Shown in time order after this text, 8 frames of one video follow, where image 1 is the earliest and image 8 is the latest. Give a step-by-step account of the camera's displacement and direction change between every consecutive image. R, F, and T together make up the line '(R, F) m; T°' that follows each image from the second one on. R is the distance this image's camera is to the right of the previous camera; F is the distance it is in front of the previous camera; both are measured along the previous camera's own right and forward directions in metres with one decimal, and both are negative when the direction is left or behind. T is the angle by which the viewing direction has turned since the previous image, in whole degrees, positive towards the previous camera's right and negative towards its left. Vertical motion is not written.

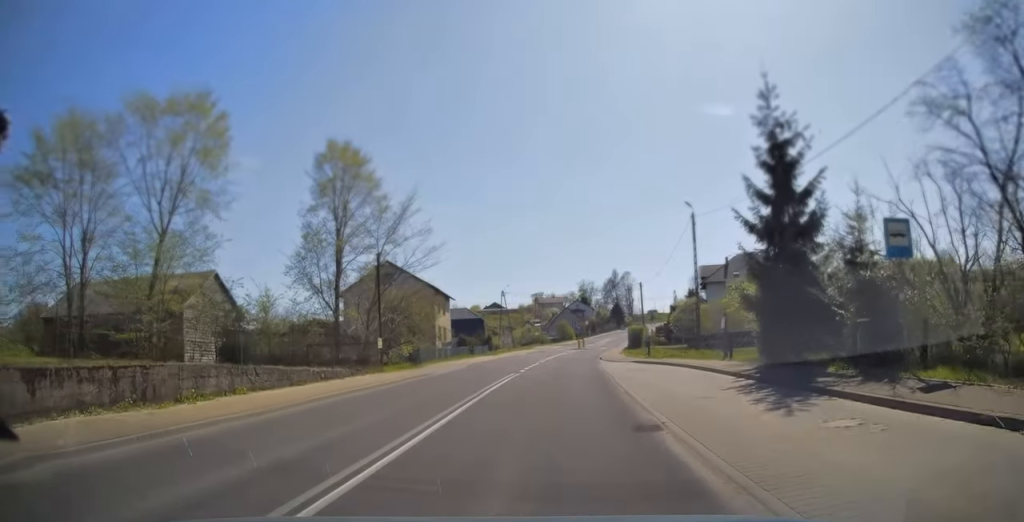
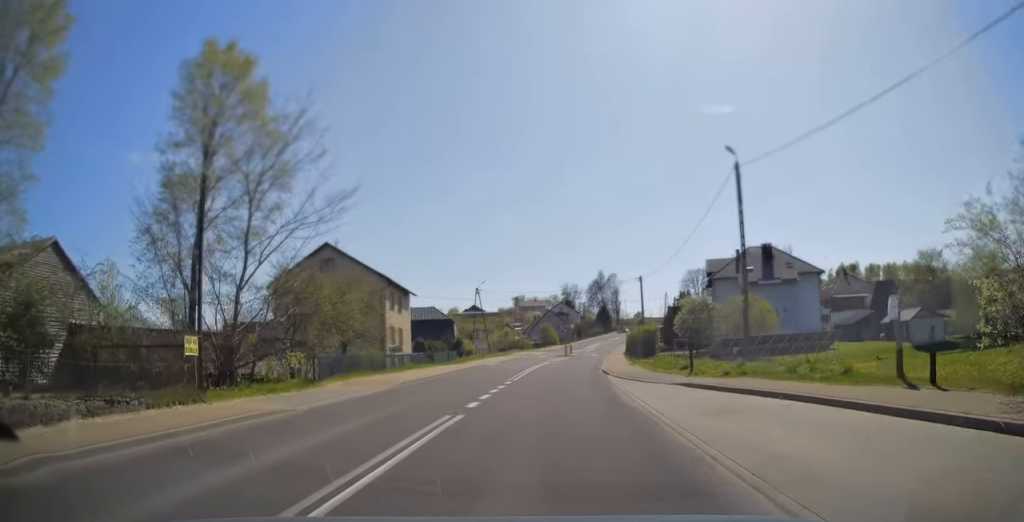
(+0.2, +13.2) m; +2°
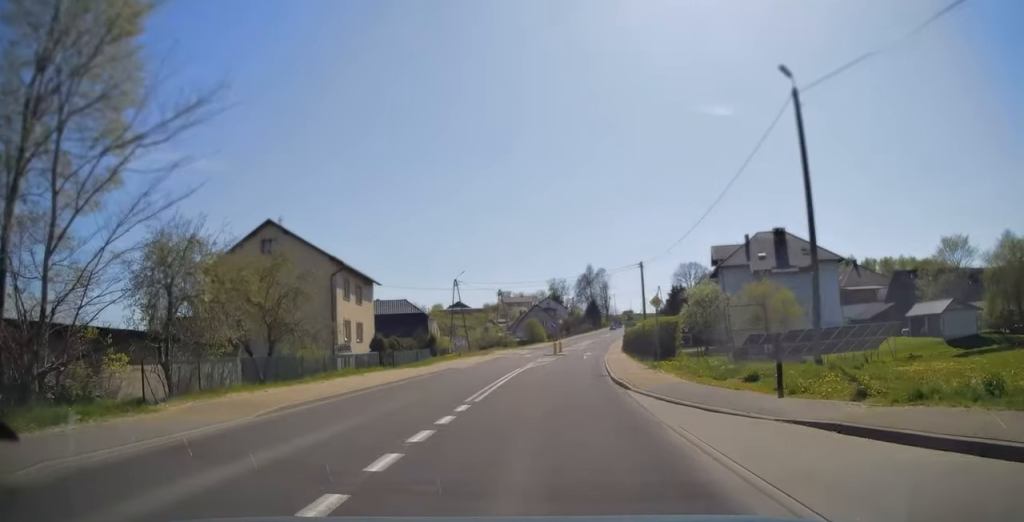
(+0.2, +8.8) m; +1°
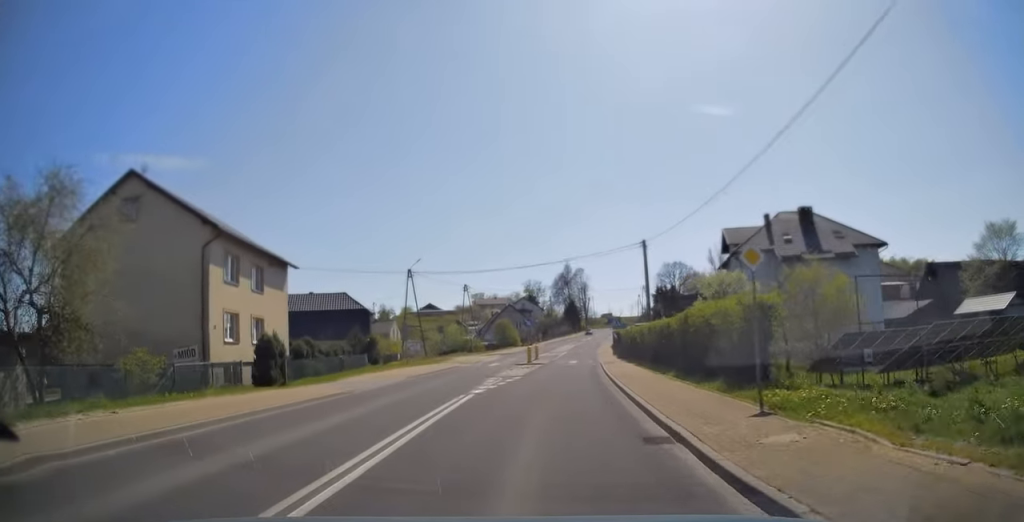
(+0.2, +13.8) m; +2°
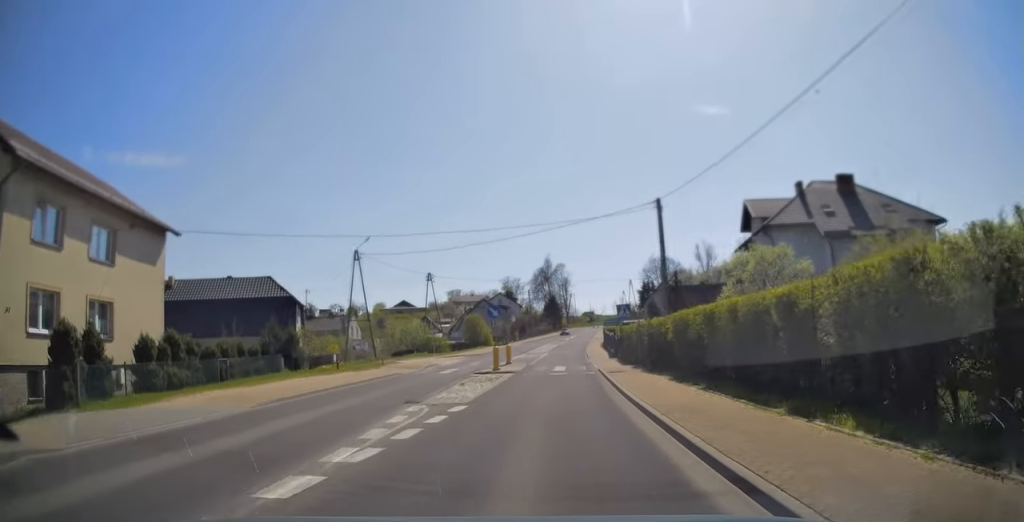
(+0.1, +12.2) m; +2°
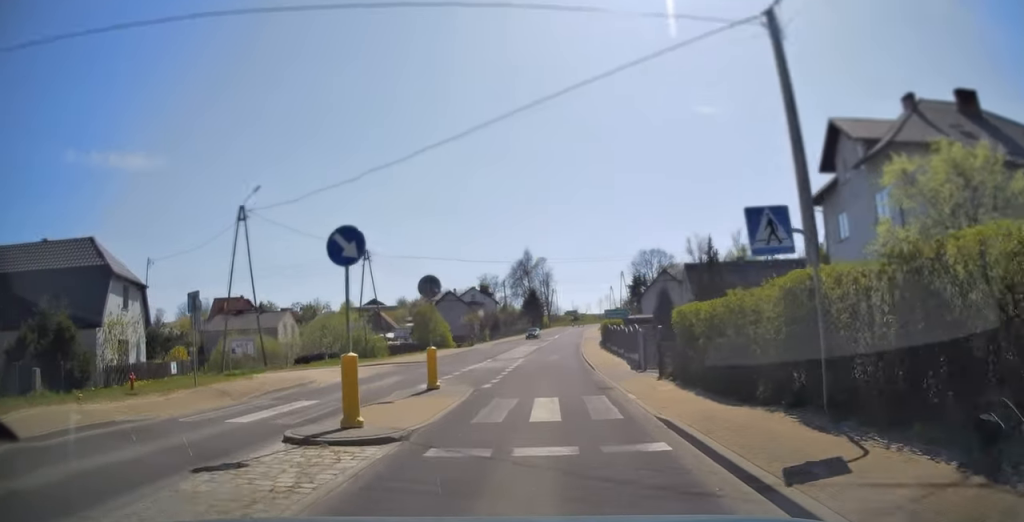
(+0.4, +18.2) m; +2°
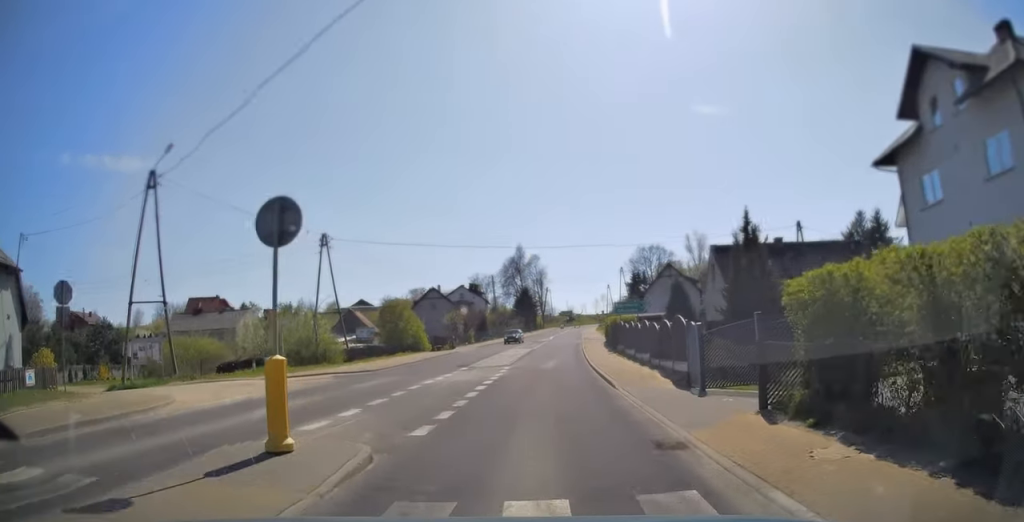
(0.0, +8.8) m; 0°
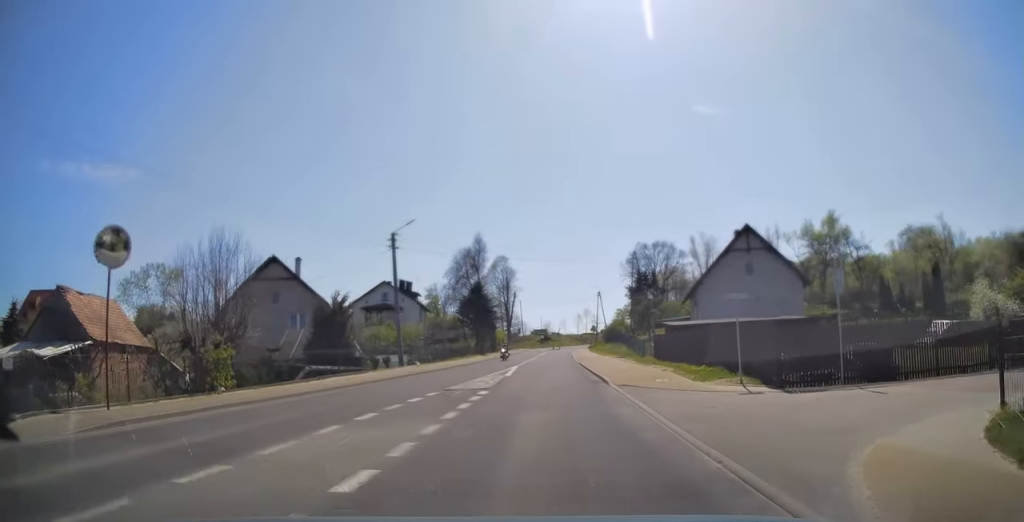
(+1.4, +44.0) m; +3°
